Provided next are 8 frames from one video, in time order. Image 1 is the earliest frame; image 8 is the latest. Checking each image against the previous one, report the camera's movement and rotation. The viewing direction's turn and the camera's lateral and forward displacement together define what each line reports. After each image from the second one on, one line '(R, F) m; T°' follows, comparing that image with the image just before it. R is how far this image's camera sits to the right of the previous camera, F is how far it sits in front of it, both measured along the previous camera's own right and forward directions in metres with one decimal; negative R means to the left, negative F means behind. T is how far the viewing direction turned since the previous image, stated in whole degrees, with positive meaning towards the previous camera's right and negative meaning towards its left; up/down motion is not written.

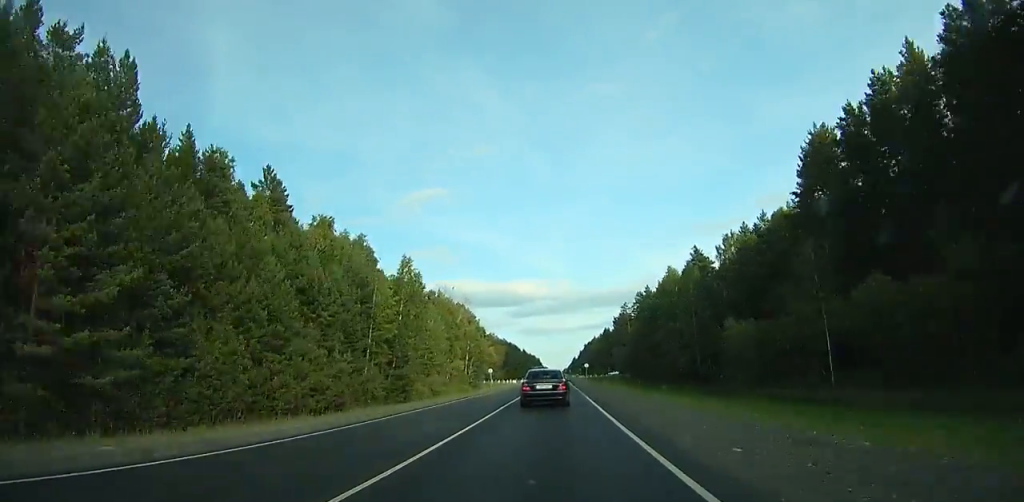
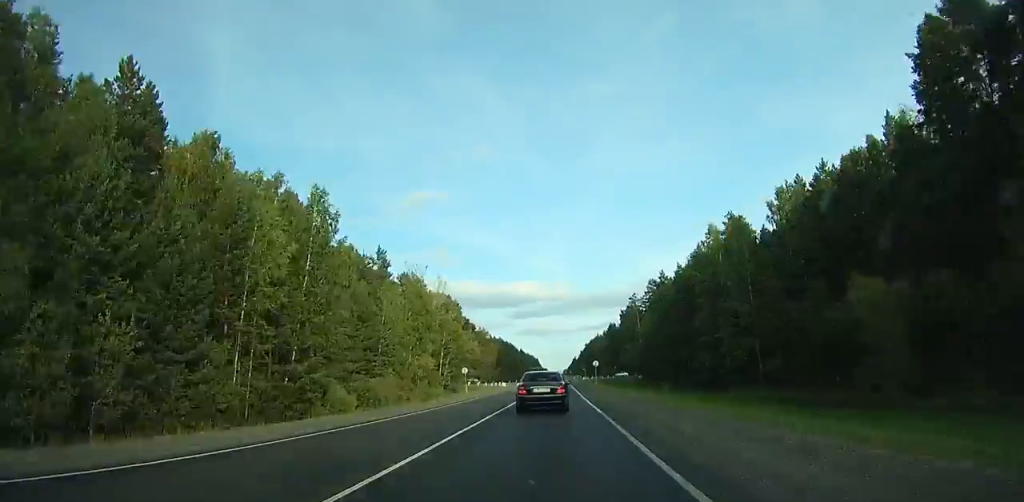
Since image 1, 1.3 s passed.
(-0.7, +26.3) m; +1°
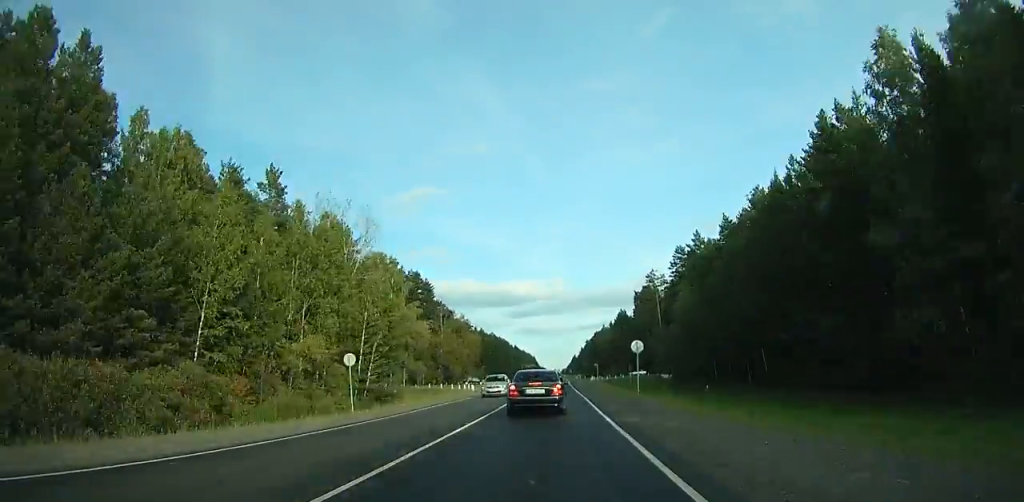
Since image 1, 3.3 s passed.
(+1.7, +38.7) m; +1°
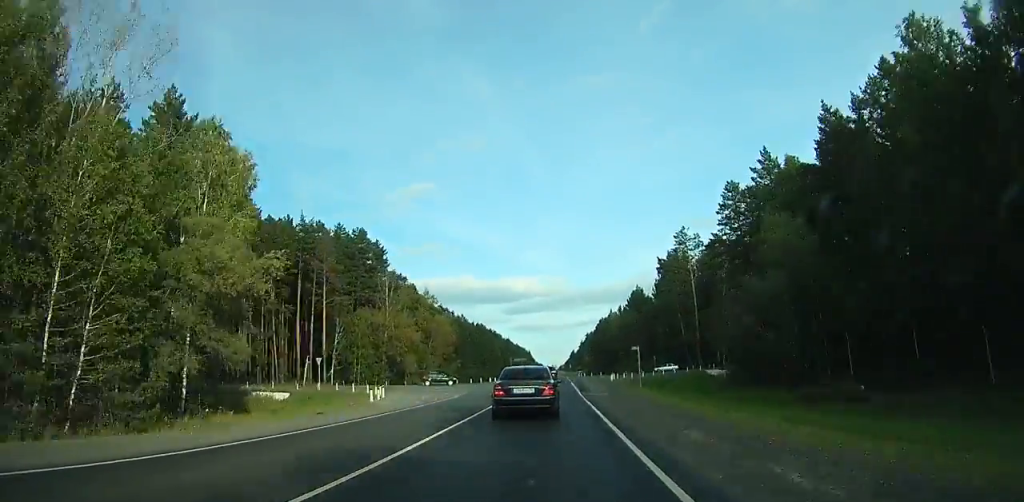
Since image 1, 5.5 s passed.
(+0.5, +41.2) m; 0°
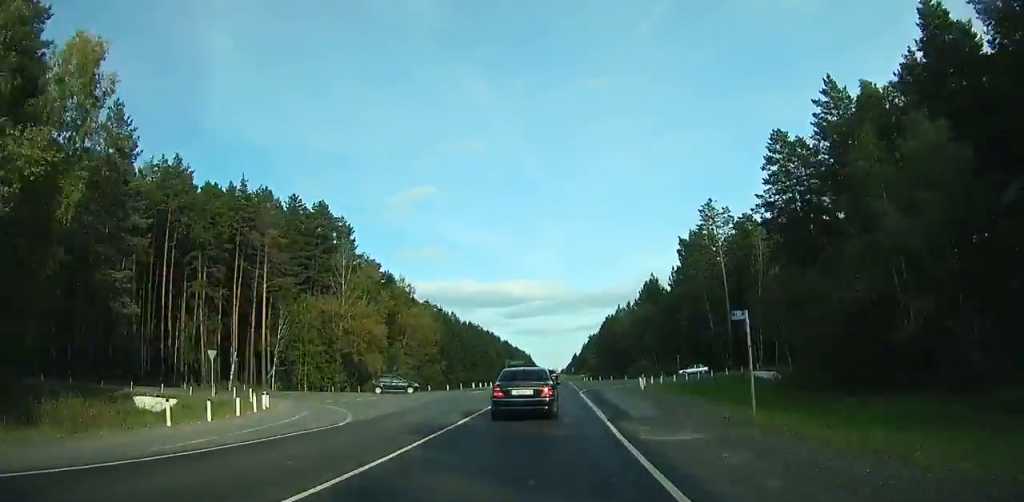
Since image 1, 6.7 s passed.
(0.0, +21.8) m; 0°
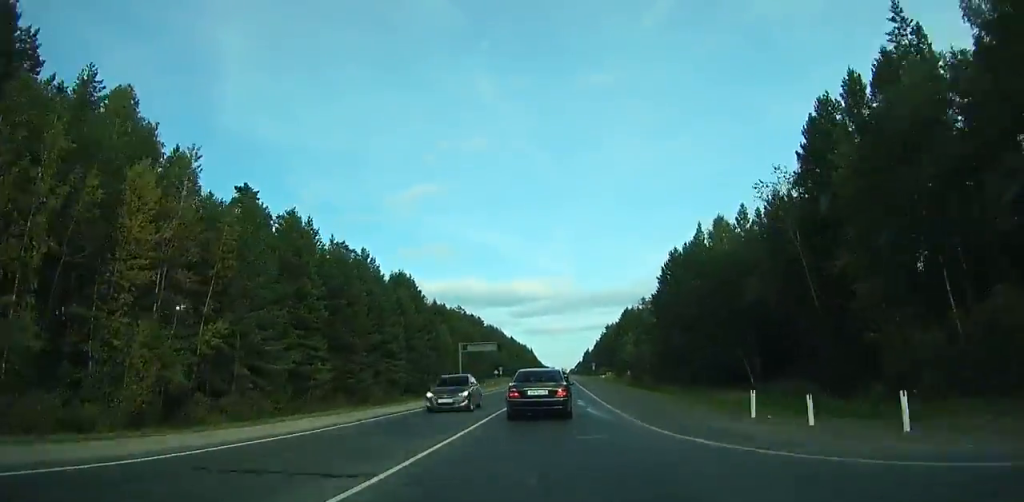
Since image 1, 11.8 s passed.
(-1.2, +88.4) m; -1°
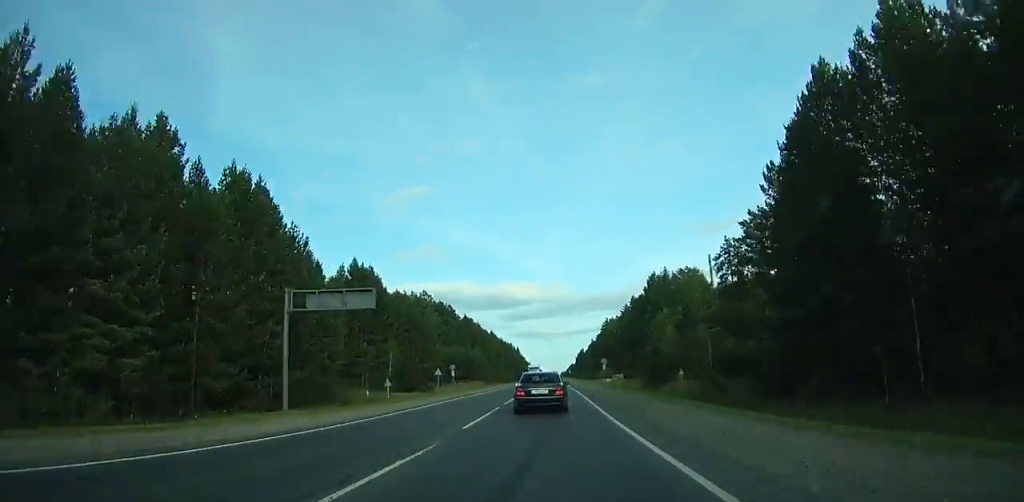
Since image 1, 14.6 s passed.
(0.0, +48.6) m; 0°
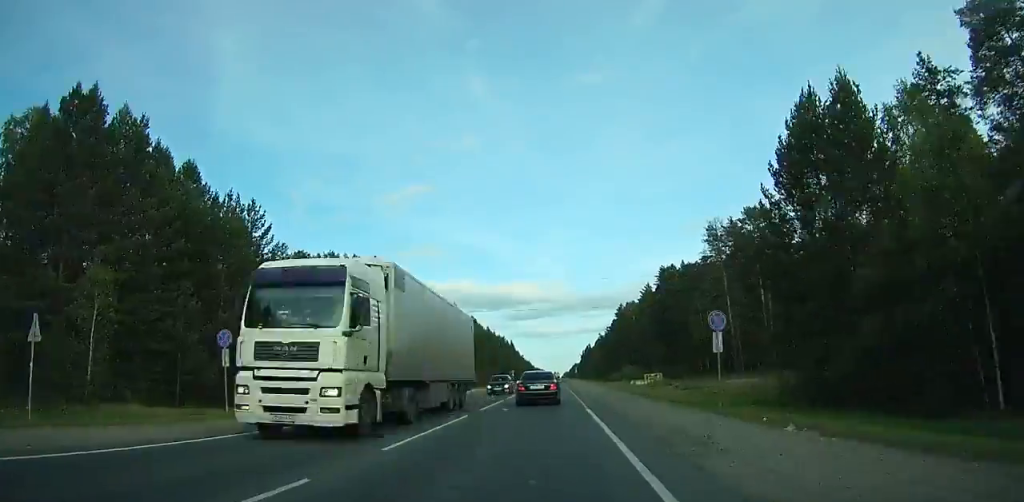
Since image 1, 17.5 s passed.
(+0.1, +52.7) m; 0°
